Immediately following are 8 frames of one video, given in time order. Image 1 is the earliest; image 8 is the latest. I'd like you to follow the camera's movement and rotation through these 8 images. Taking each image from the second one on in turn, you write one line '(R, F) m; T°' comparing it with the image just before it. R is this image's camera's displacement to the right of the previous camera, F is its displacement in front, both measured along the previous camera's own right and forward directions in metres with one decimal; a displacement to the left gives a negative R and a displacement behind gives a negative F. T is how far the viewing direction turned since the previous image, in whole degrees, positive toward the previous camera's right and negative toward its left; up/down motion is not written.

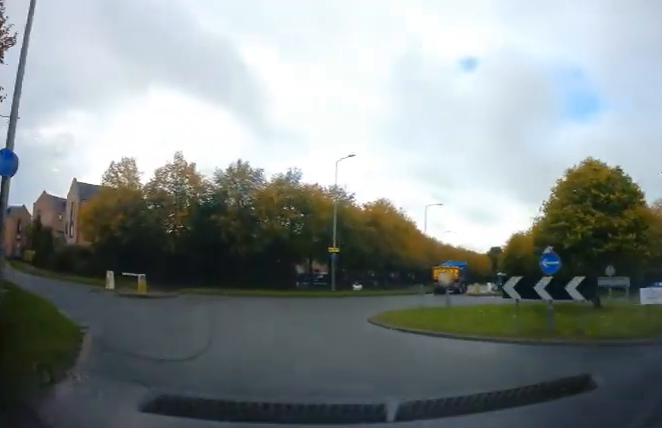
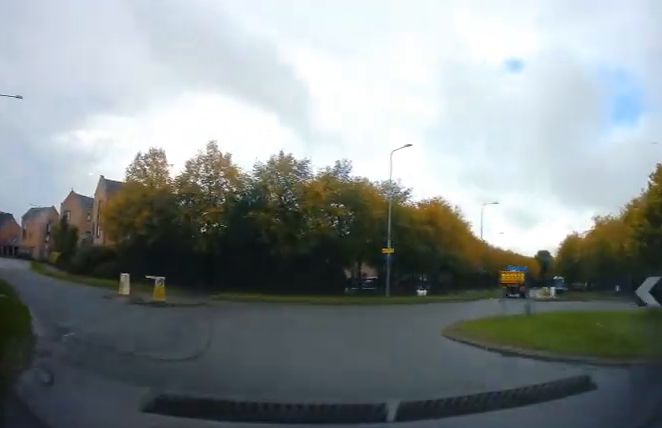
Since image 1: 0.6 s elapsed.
(-0.1, +4.1) m; -2°
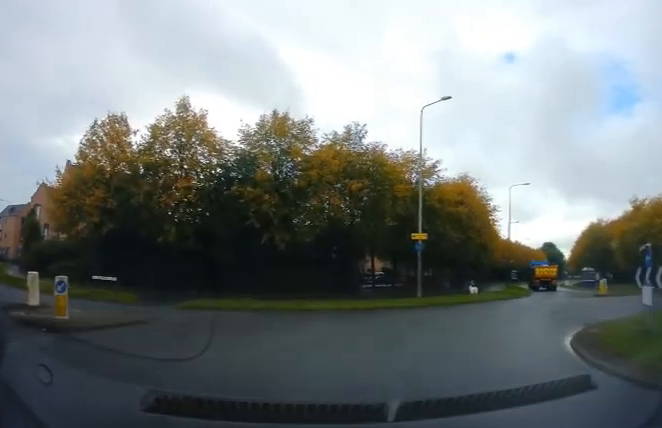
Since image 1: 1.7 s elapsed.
(-0.2, +8.1) m; +4°
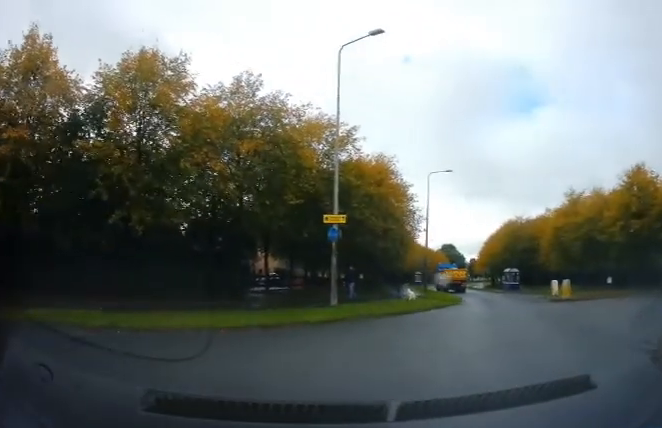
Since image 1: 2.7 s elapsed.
(+0.5, +7.1) m; +15°
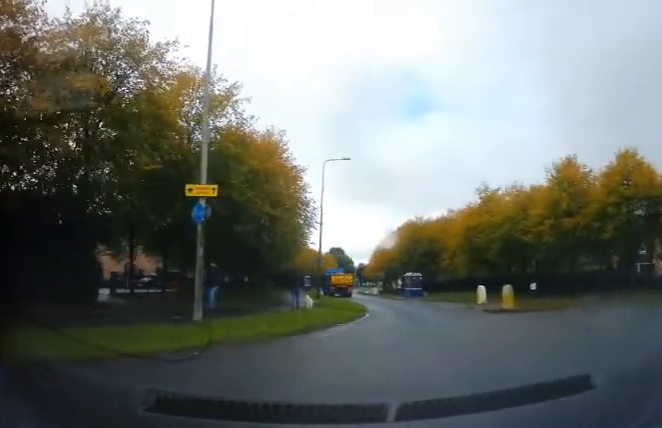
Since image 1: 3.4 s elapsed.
(+0.4, +5.5) m; +16°
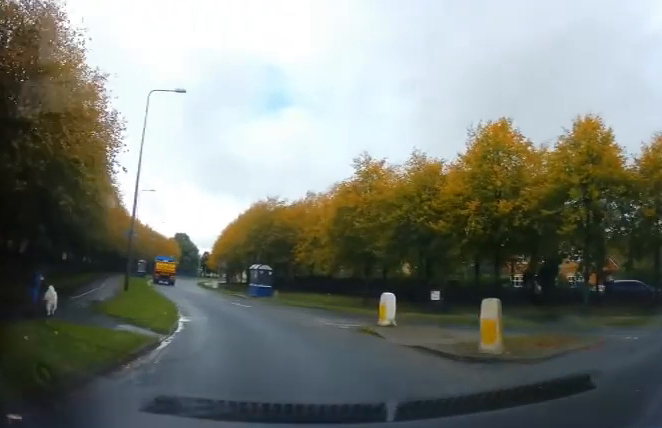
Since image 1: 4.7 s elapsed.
(+1.6, +11.0) m; +2°
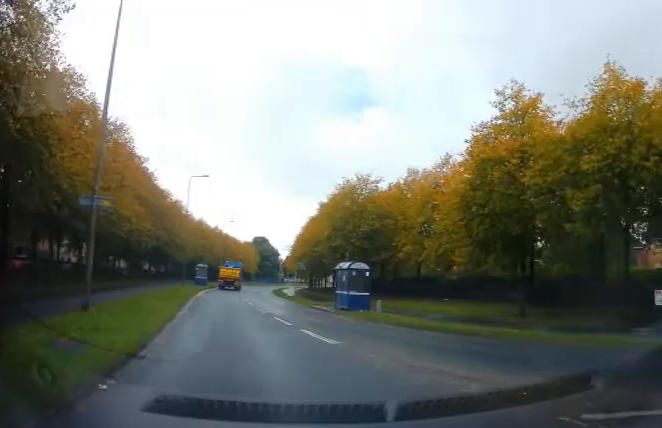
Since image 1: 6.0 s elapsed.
(-0.9, +12.0) m; -7°
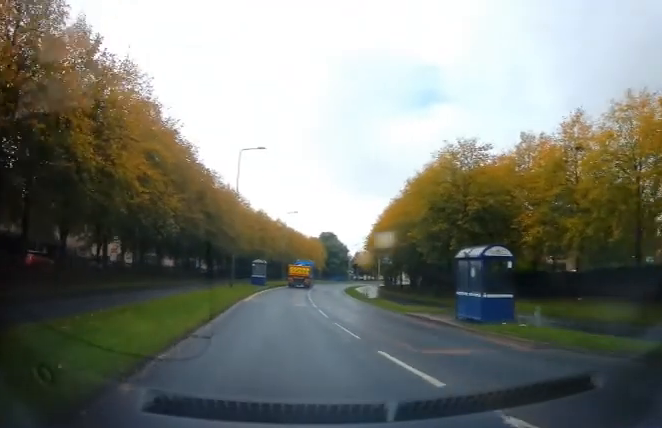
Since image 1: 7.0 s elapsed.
(-0.4, +9.4) m; -6°
